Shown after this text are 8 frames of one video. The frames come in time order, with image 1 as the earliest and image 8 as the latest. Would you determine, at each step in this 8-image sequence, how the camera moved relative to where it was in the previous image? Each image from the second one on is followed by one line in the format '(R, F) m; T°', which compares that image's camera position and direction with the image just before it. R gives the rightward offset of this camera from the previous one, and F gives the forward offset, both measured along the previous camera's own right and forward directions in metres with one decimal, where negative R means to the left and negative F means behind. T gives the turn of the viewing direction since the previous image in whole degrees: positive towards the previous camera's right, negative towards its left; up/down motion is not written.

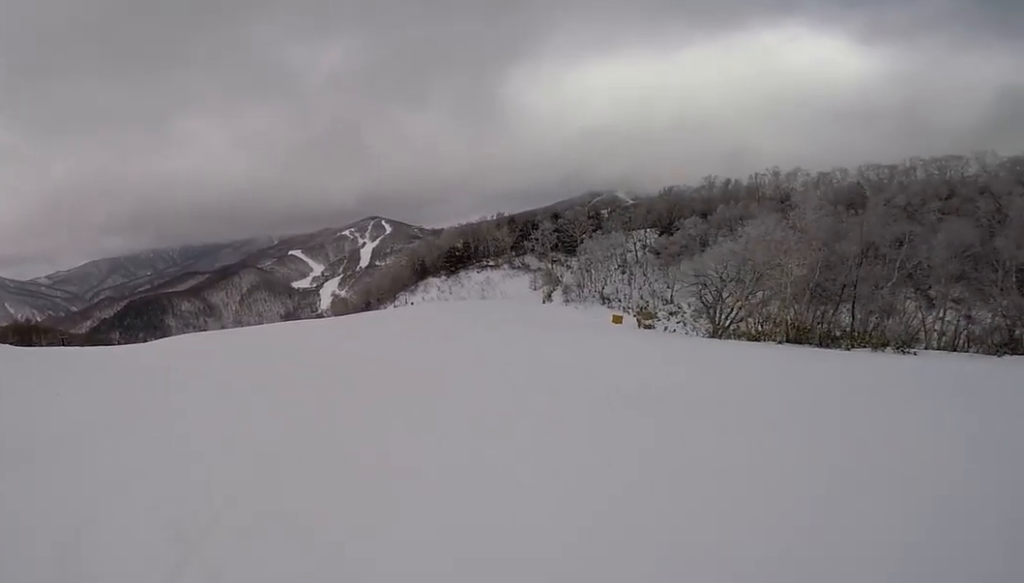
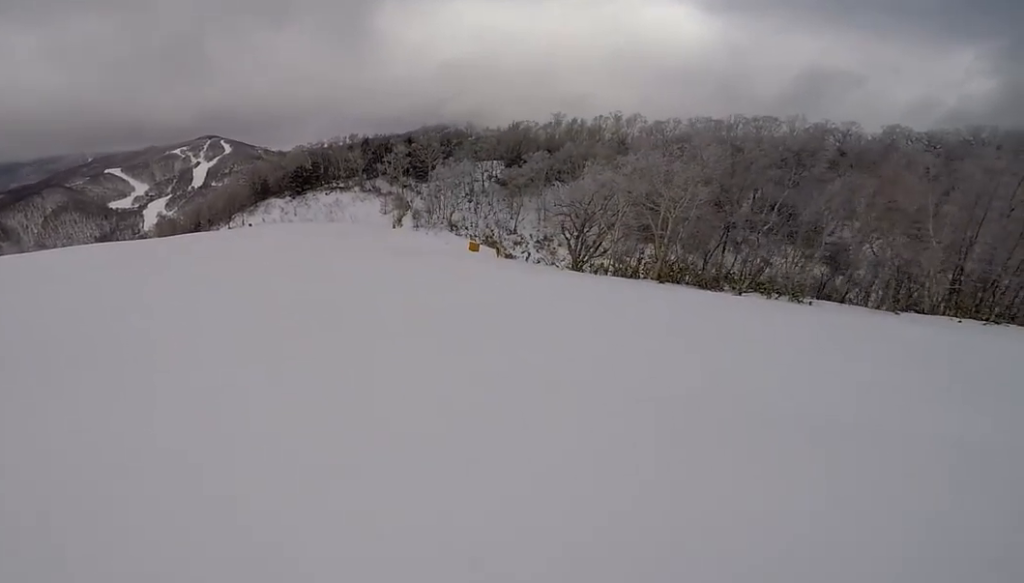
(+1.1, +5.9) m; +21°
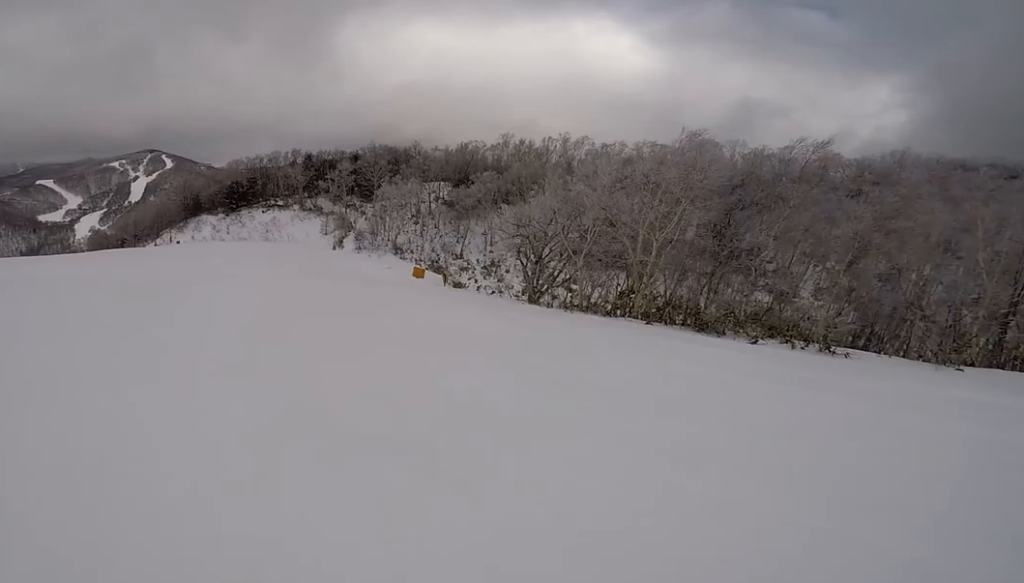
(+0.6, +5.6) m; -6°
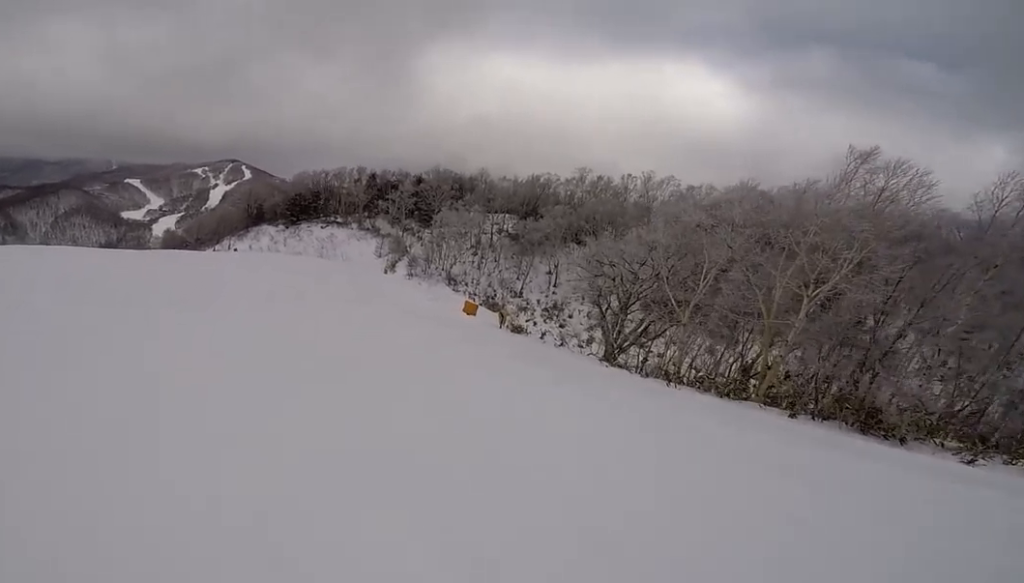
(-0.8, +4.6) m; -16°
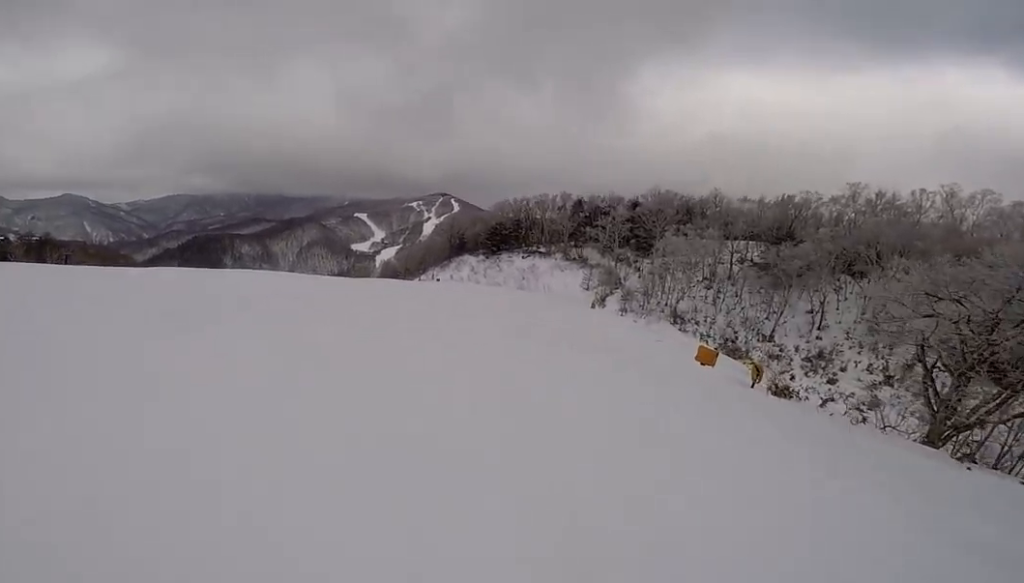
(-0.4, +4.2) m; -13°
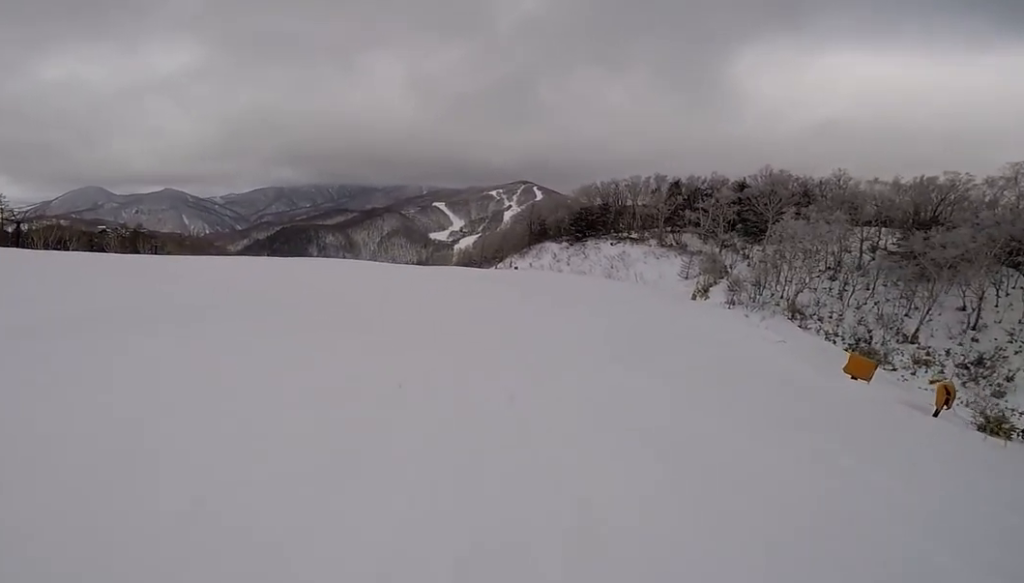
(-0.6, +3.8) m; -17°
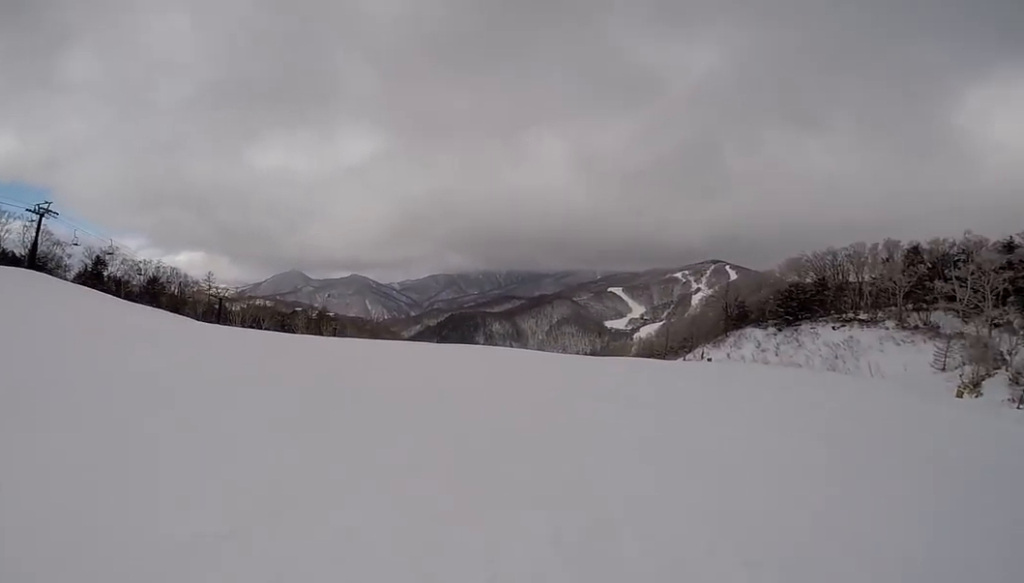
(-0.5, +3.3) m; -12°
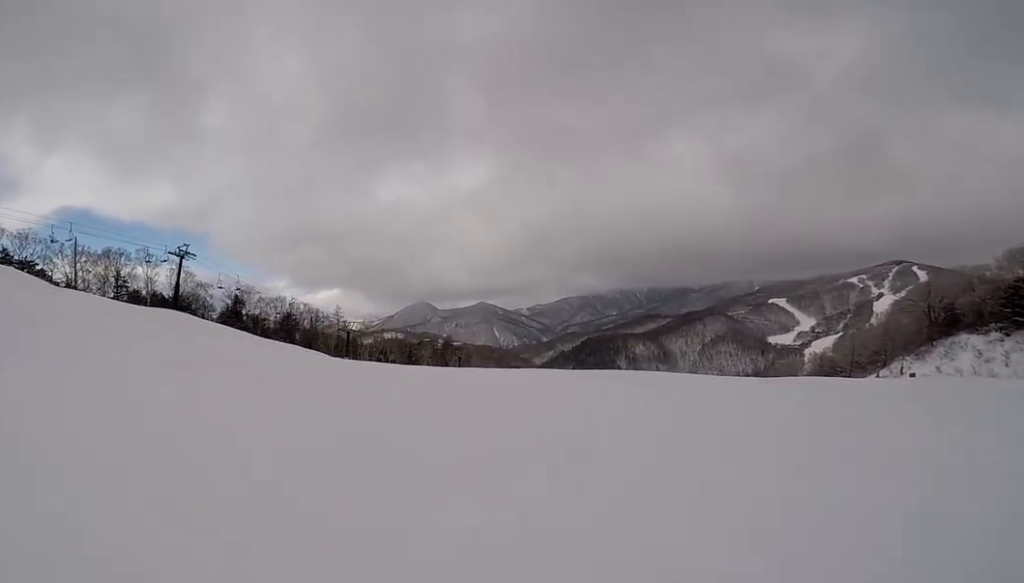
(-0.6, +3.2) m; -7°
